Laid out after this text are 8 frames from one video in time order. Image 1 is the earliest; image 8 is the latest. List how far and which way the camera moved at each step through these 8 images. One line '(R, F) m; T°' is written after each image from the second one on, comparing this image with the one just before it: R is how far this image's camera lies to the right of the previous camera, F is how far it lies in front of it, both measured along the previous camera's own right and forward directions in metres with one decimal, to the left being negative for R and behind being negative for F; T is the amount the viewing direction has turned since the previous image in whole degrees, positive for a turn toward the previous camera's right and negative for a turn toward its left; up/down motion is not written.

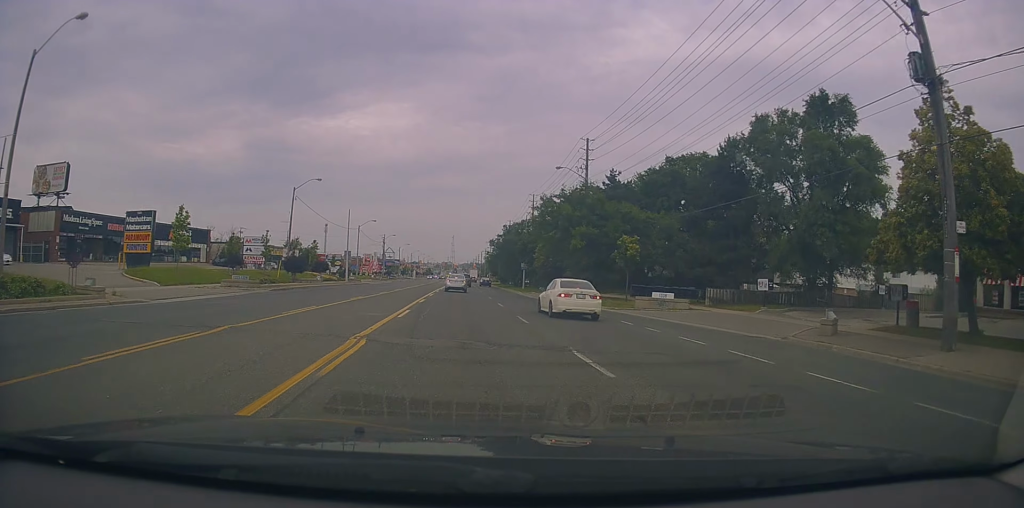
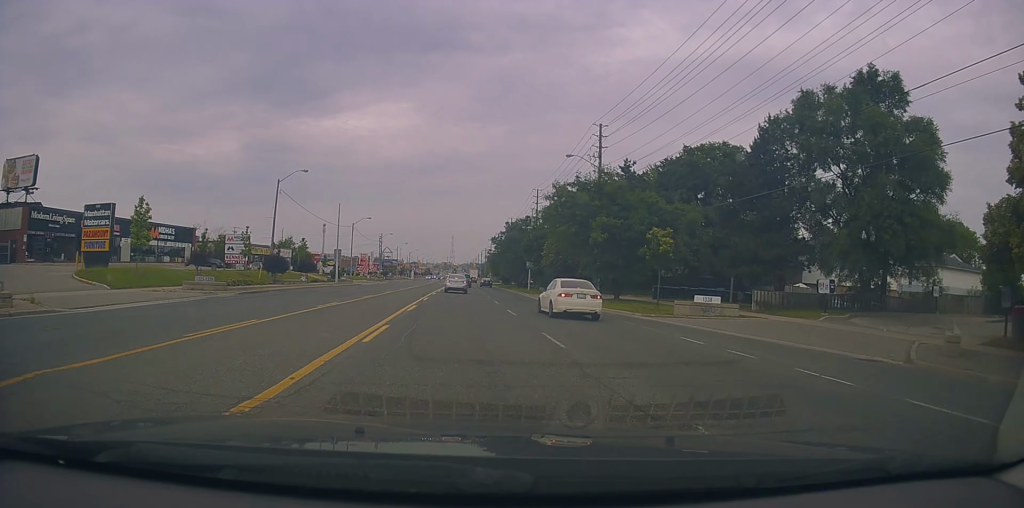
(+0.2, +6.1) m; 0°
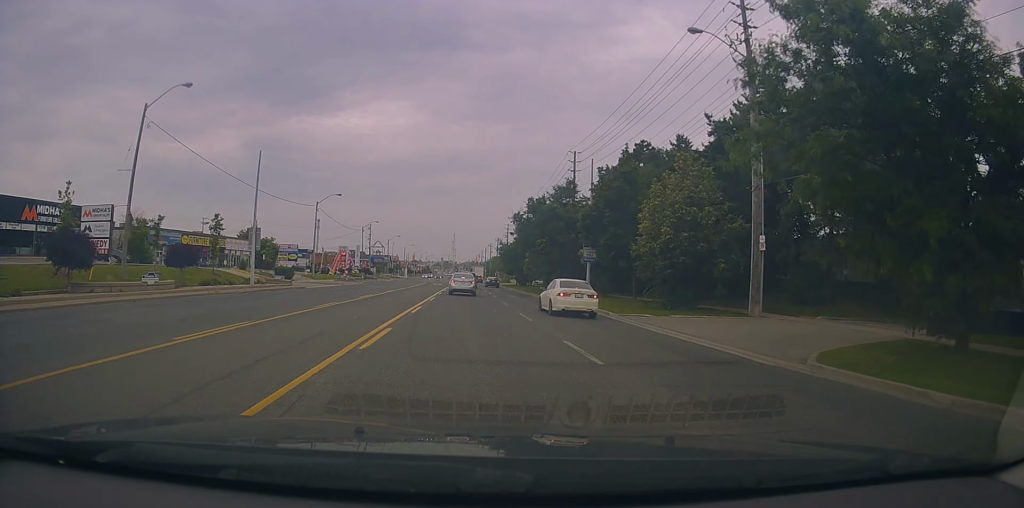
(-0.4, +29.9) m; 0°
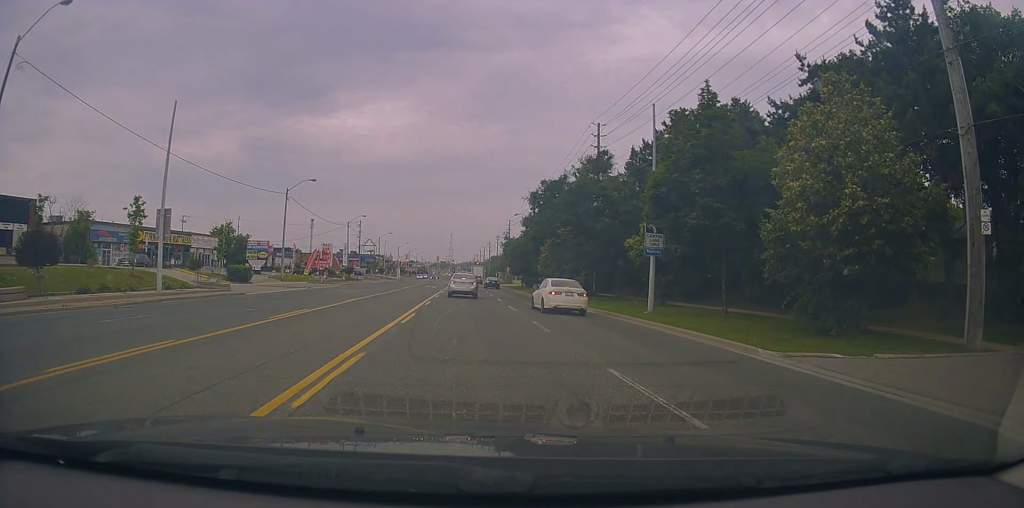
(+0.1, +12.9) m; -1°
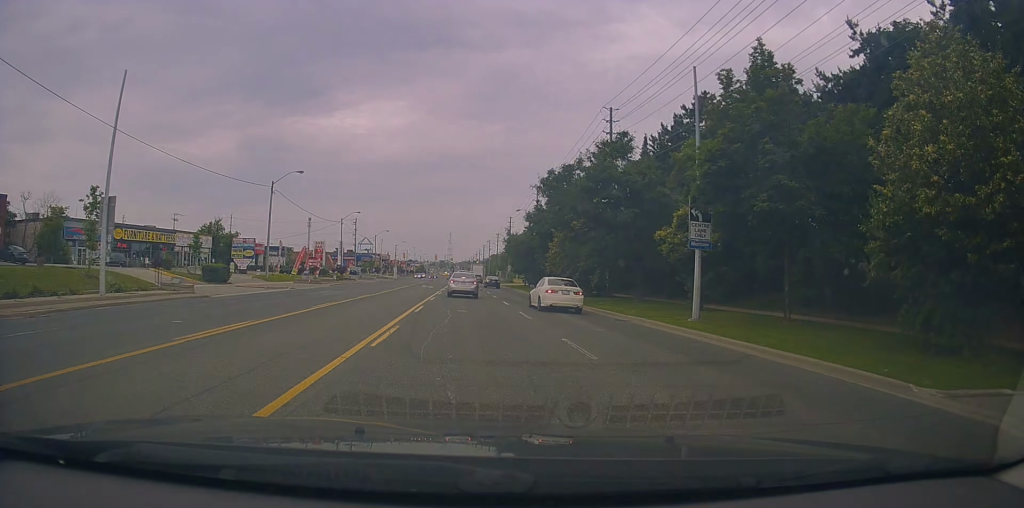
(-0.2, +5.0) m; 0°
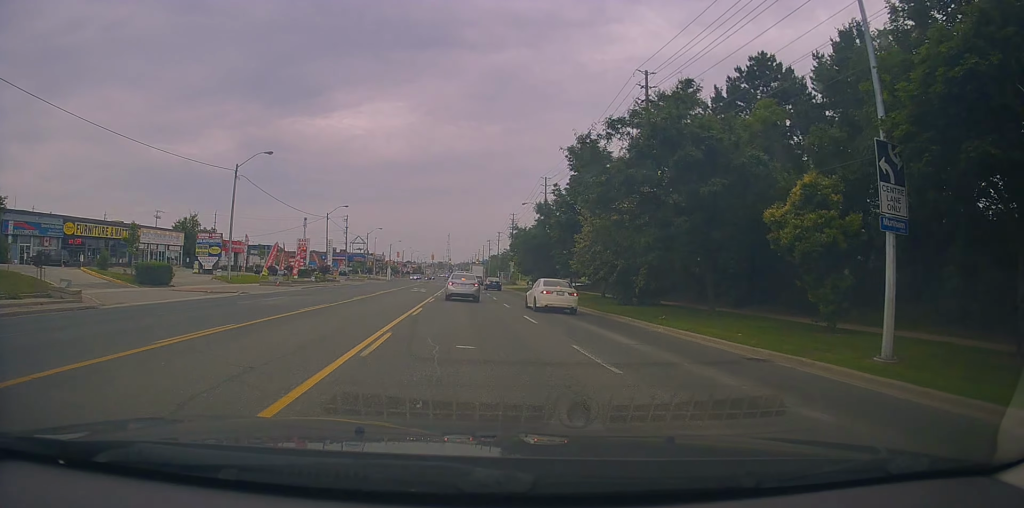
(+0.1, +10.4) m; 0°
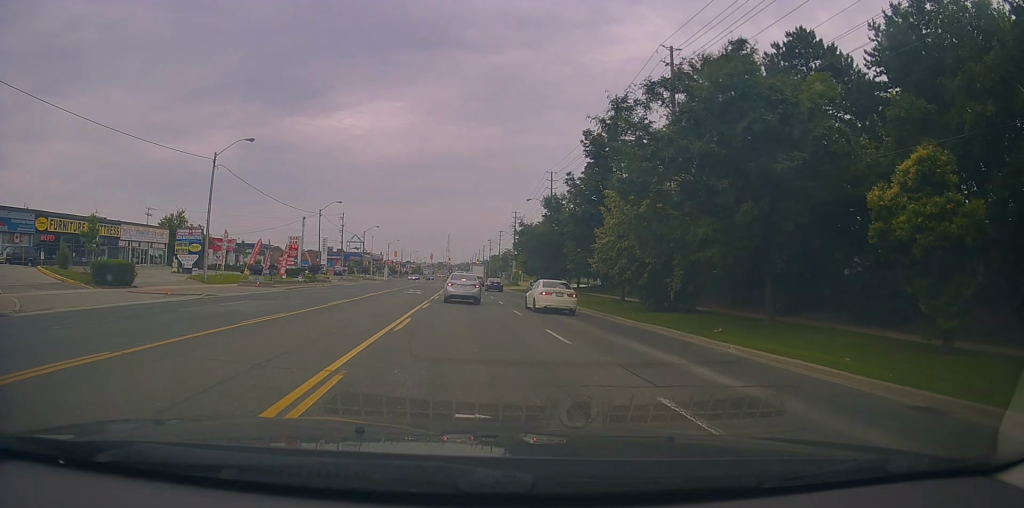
(-0.1, +5.0) m; 0°
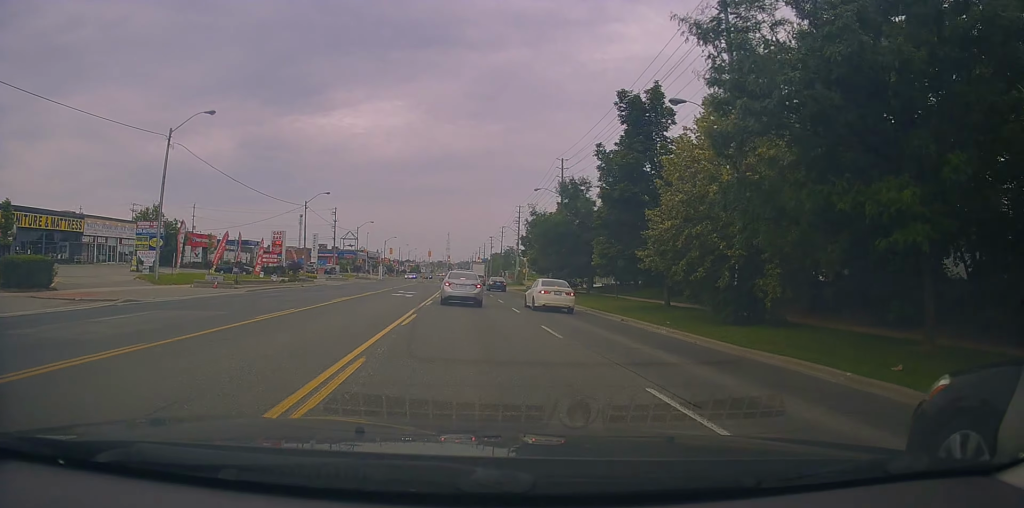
(0.0, +8.1) m; 0°
